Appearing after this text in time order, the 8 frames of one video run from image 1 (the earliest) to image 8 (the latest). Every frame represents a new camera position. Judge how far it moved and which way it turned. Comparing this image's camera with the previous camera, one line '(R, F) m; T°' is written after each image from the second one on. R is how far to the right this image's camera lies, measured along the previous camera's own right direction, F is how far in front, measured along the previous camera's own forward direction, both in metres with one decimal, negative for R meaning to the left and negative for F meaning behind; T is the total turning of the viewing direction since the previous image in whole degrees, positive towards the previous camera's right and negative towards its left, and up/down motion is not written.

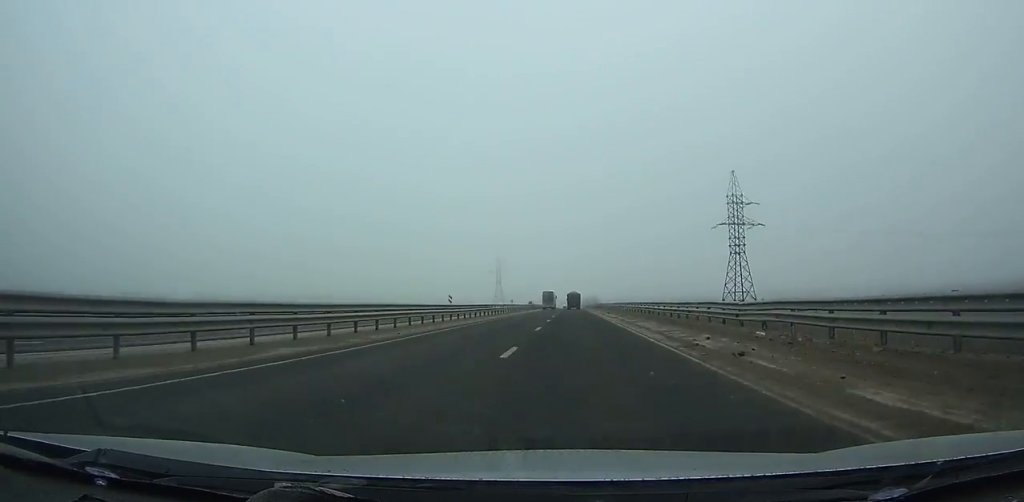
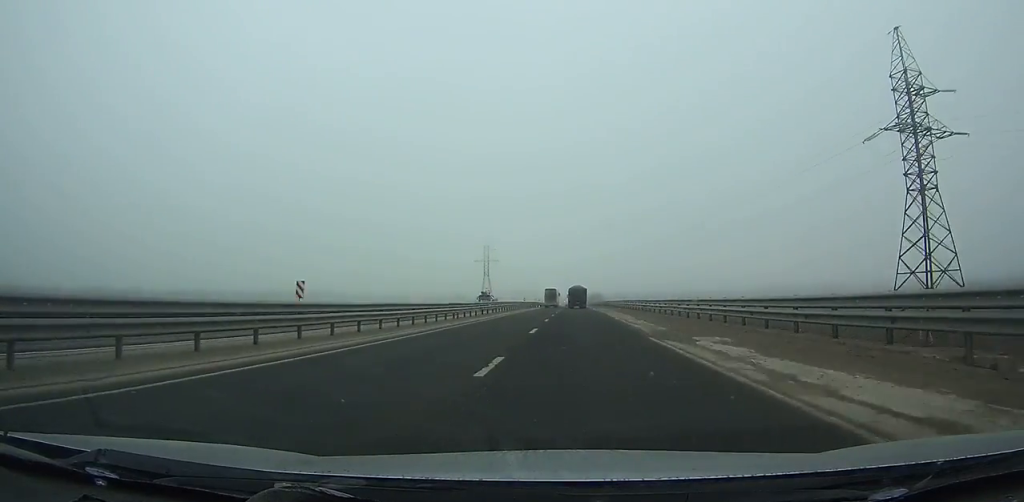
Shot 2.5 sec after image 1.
(-0.2, +63.7) m; 0°
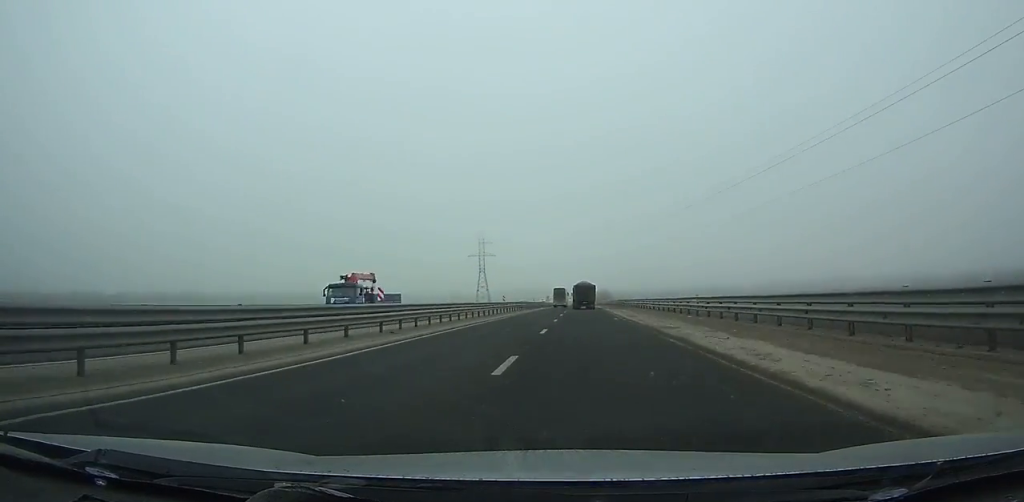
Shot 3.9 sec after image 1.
(0.0, +35.9) m; 0°
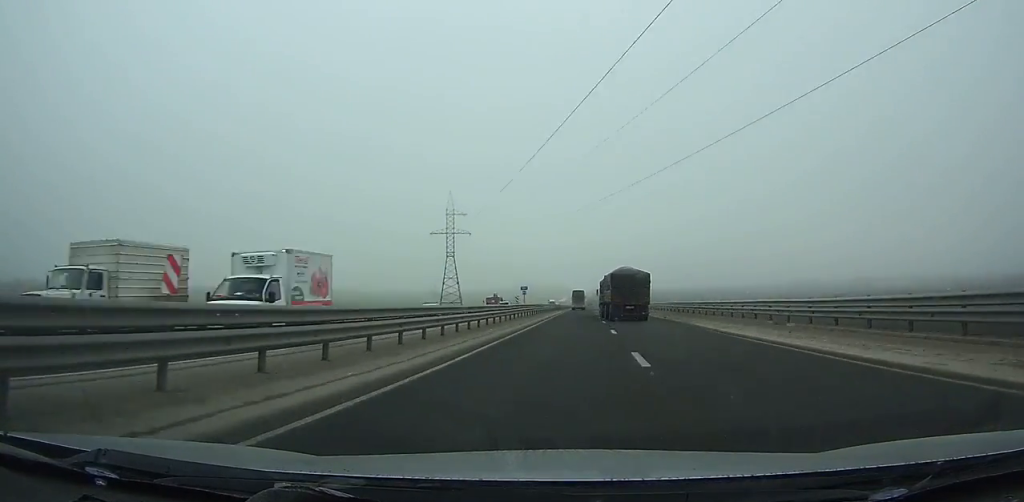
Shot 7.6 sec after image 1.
(-0.1, +95.3) m; 0°
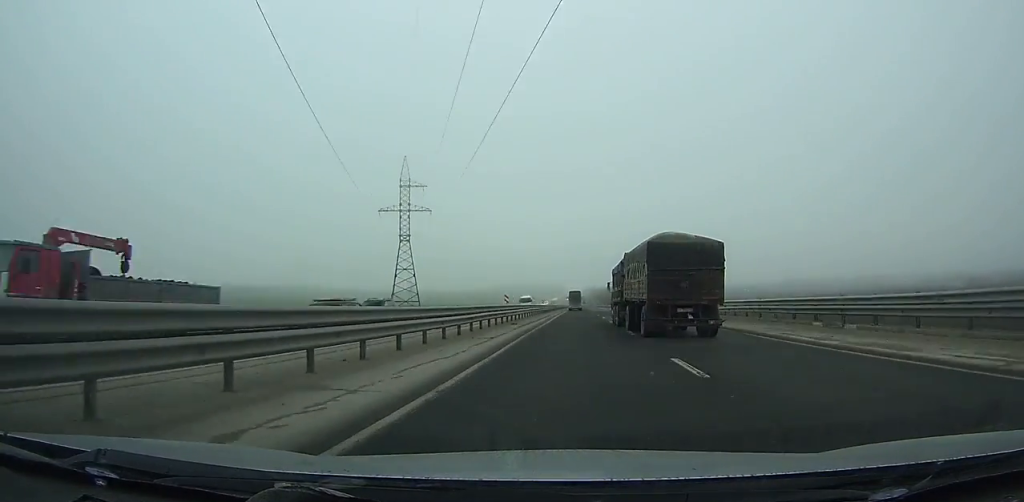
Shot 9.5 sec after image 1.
(+0.4, +49.3) m; +1°
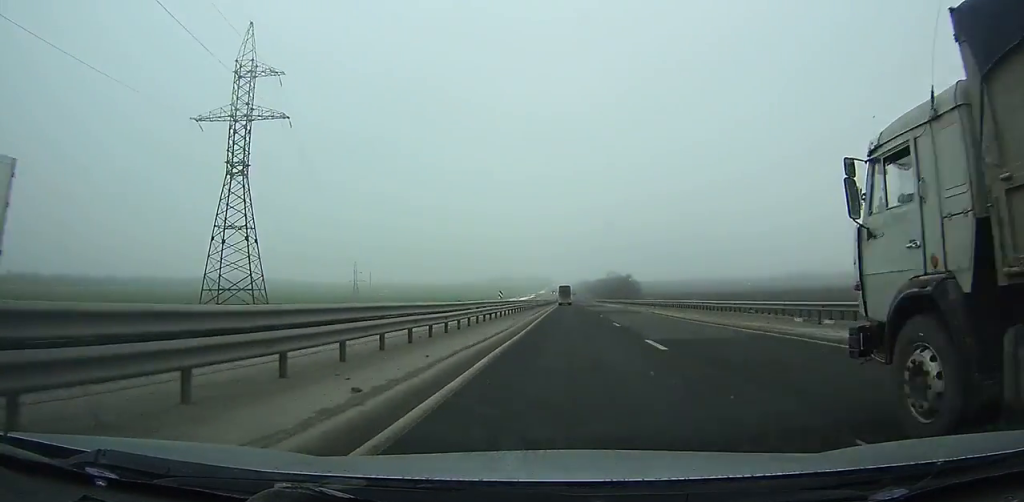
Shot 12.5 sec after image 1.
(+0.5, +78.2) m; +1°
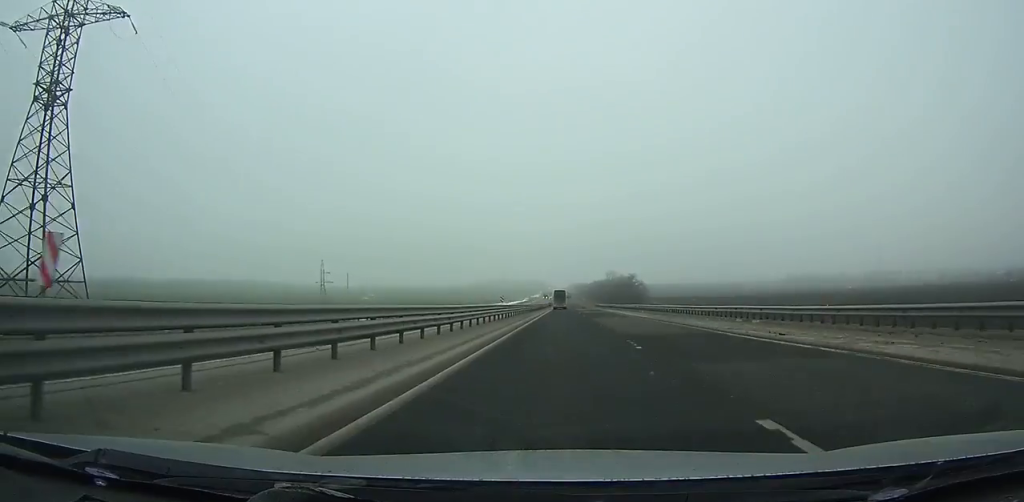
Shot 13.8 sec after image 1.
(+0.1, +34.1) m; 0°
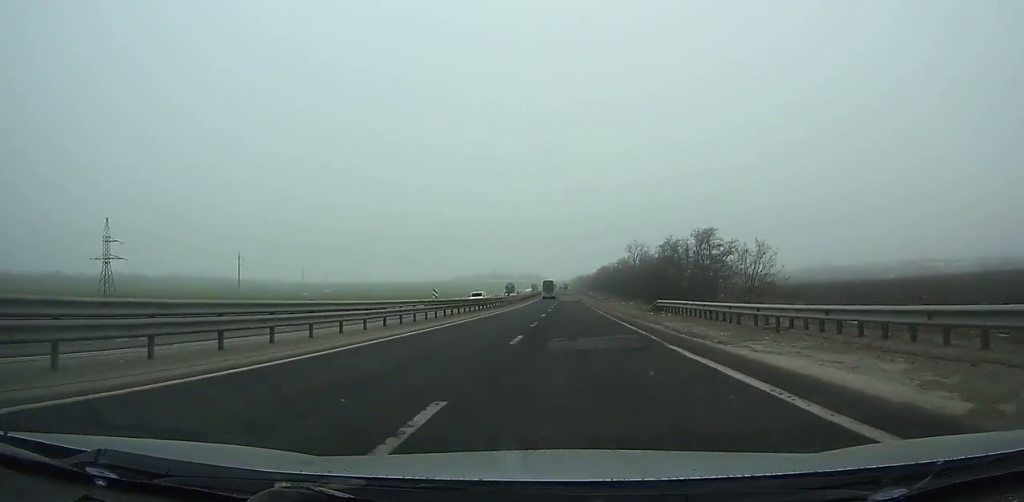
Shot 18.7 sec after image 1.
(-0.1, +129.6) m; -1°
